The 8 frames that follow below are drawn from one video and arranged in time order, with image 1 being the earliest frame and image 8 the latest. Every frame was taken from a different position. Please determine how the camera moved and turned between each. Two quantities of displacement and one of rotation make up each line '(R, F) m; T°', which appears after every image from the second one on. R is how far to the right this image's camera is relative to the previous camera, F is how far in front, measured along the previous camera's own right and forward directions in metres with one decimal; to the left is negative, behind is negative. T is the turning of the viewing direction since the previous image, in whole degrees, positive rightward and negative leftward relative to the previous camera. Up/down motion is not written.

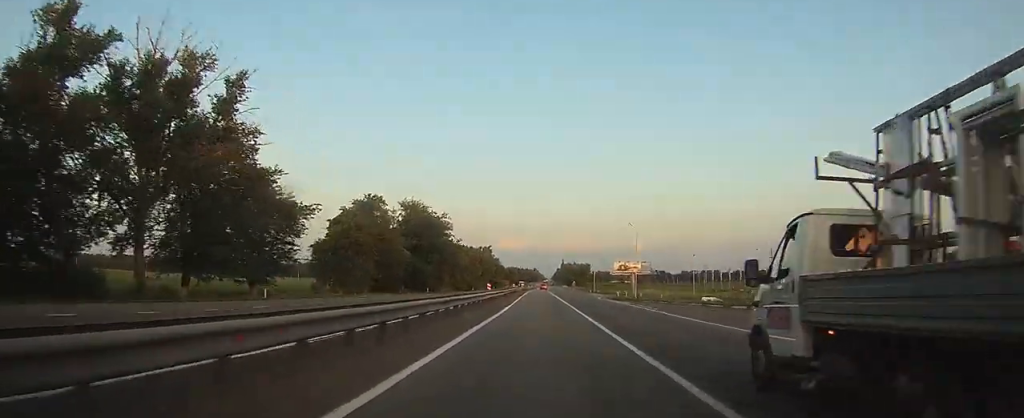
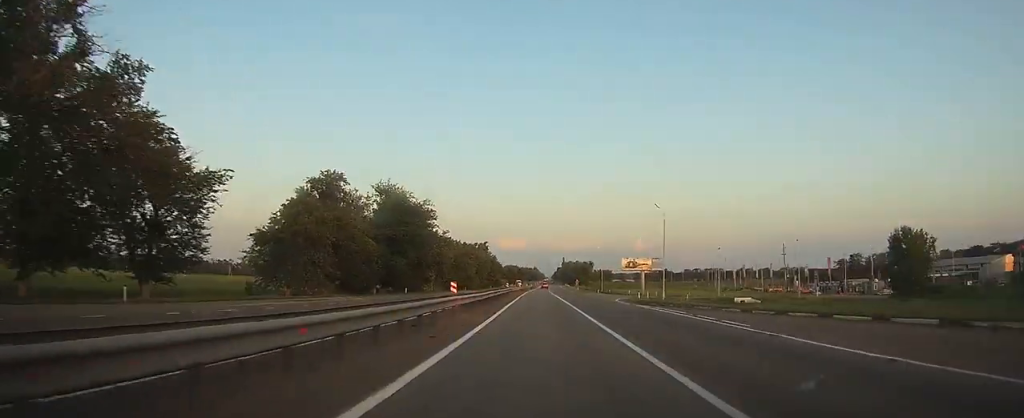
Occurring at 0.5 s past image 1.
(0.0, +14.8) m; 0°
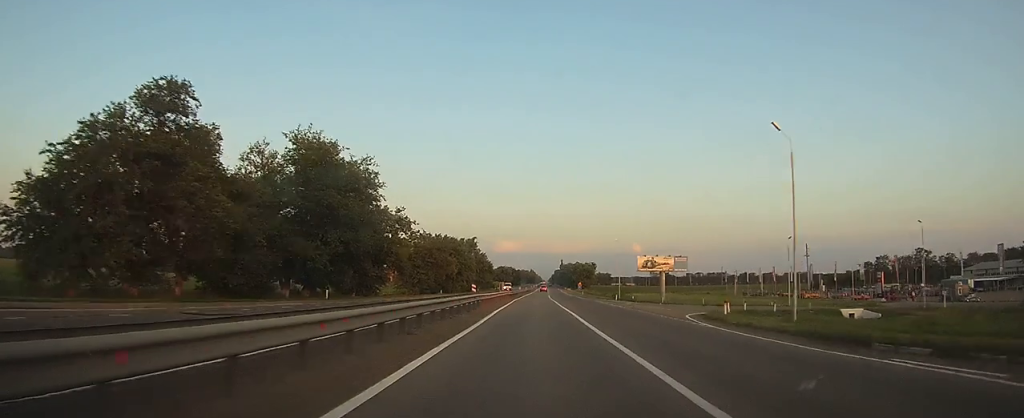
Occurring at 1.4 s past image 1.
(-0.1, +27.5) m; 0°
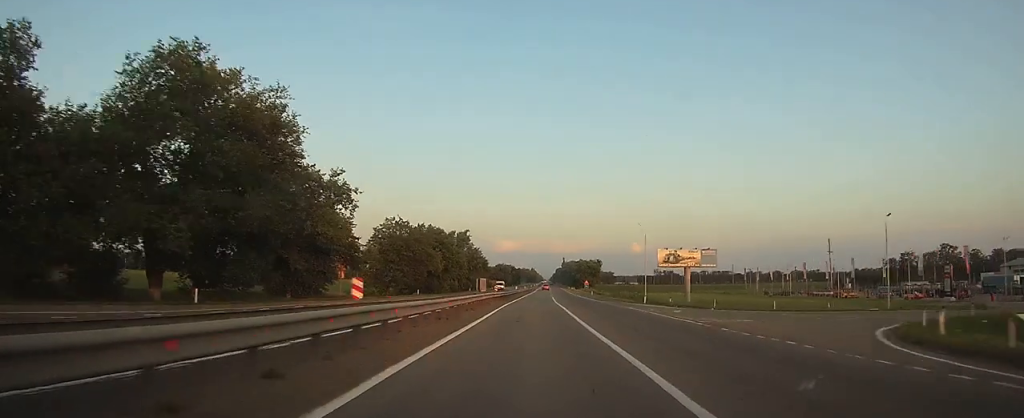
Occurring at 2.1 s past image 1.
(0.0, +19.5) m; 0°
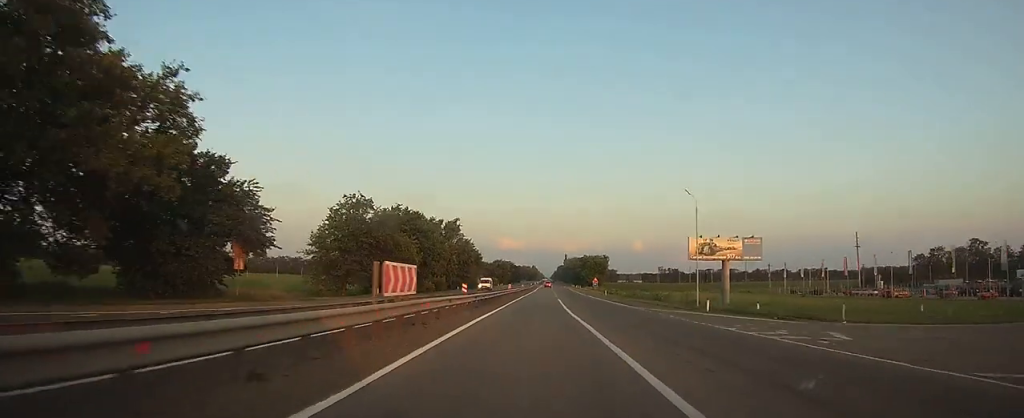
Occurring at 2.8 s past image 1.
(0.0, +20.4) m; 0°
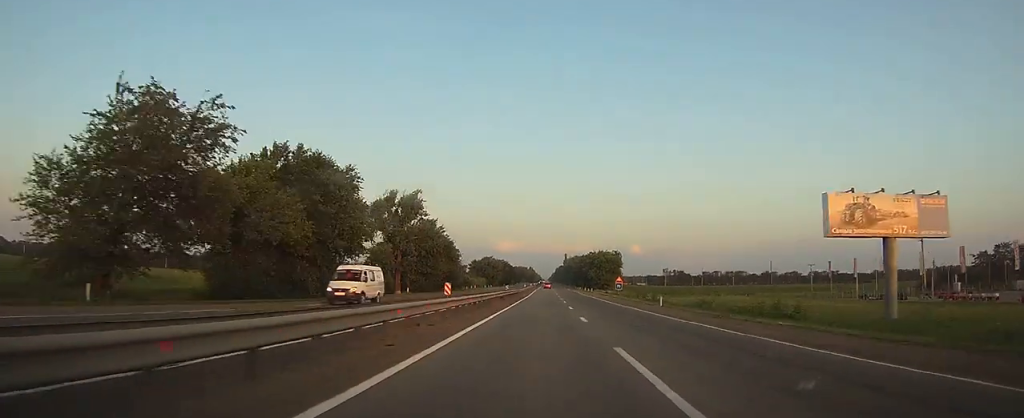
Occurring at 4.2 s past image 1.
(0.0, +39.6) m; 0°
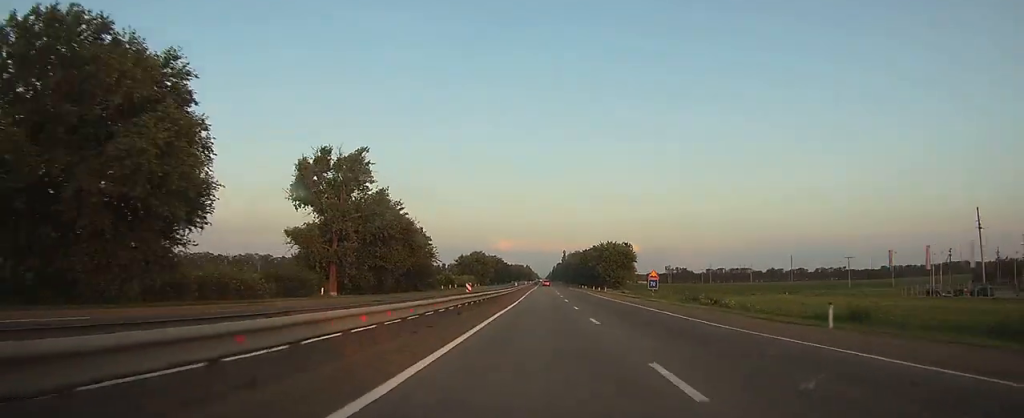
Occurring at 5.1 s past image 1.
(0.0, +27.0) m; 0°
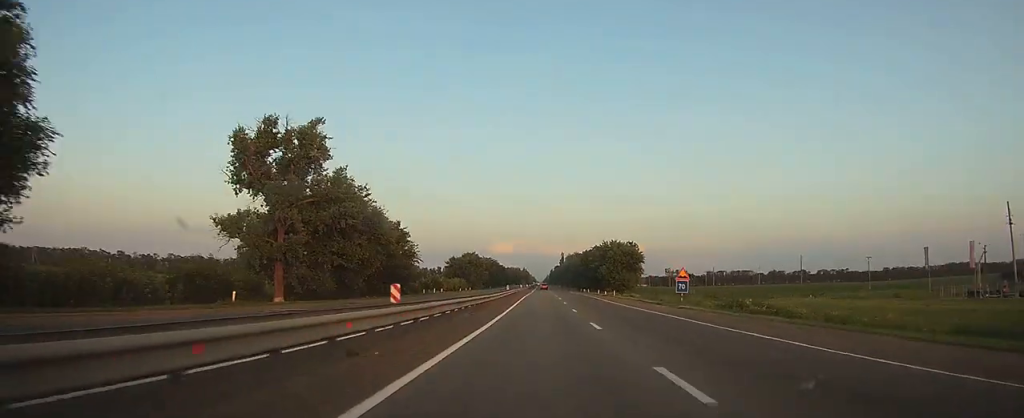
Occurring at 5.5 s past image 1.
(-0.1, +12.6) m; 0°
